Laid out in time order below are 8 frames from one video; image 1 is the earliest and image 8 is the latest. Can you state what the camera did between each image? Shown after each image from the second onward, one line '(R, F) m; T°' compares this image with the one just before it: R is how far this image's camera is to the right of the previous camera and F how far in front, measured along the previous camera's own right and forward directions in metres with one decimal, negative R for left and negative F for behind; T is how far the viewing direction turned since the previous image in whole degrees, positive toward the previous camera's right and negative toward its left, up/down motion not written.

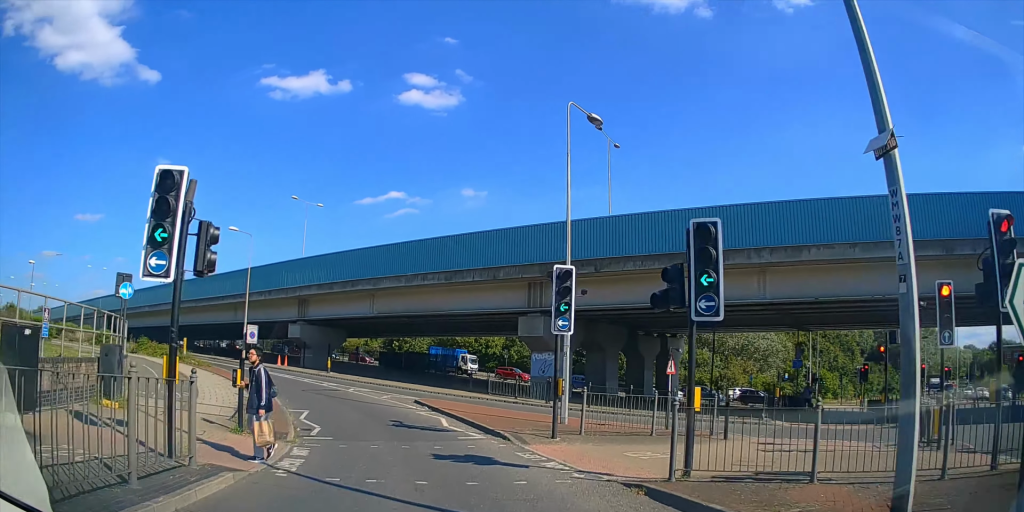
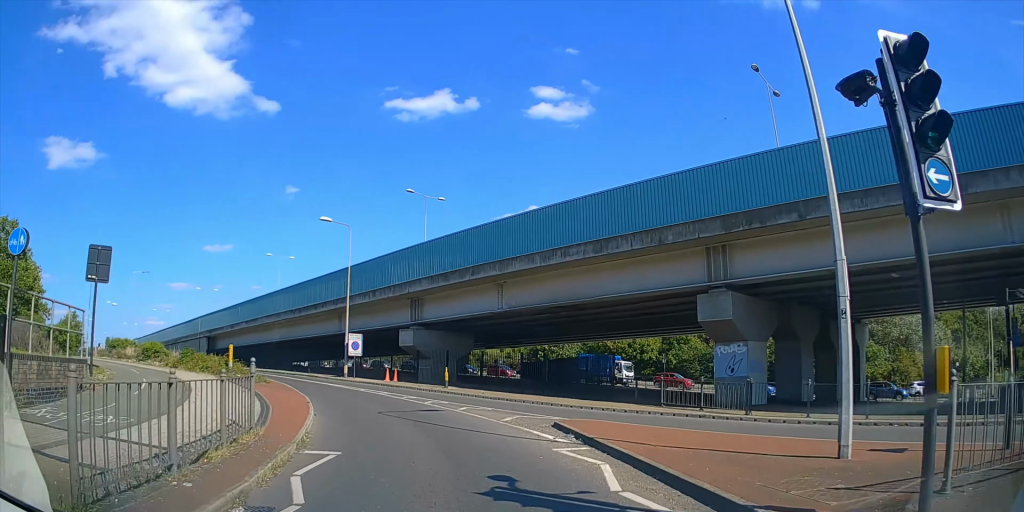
(-1.3, +9.2) m; -20°
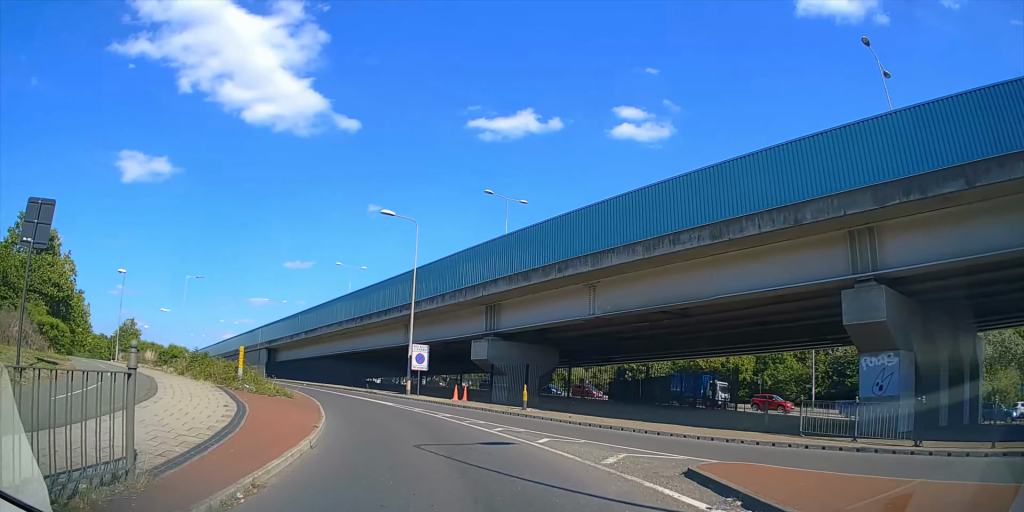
(-0.9, +6.1) m; -10°
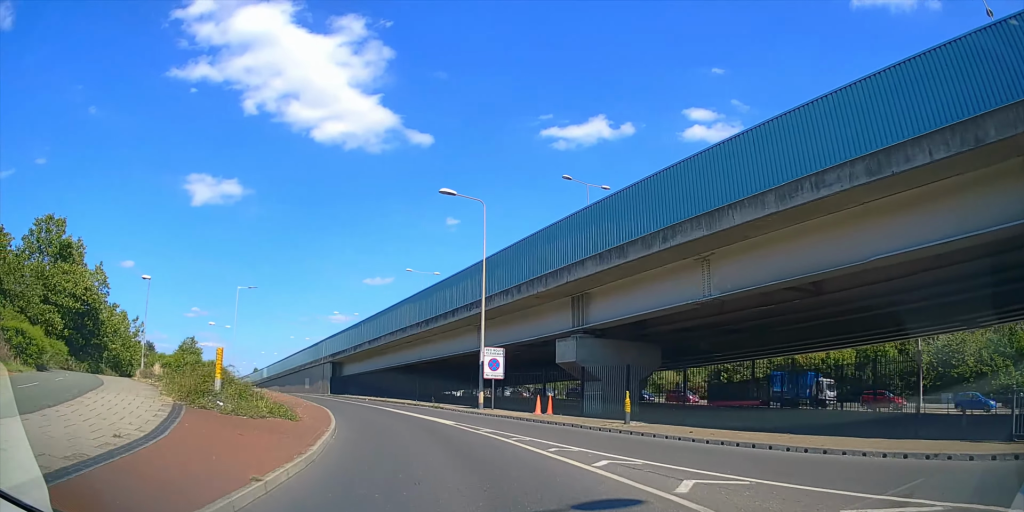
(-0.4, +5.7) m; -6°
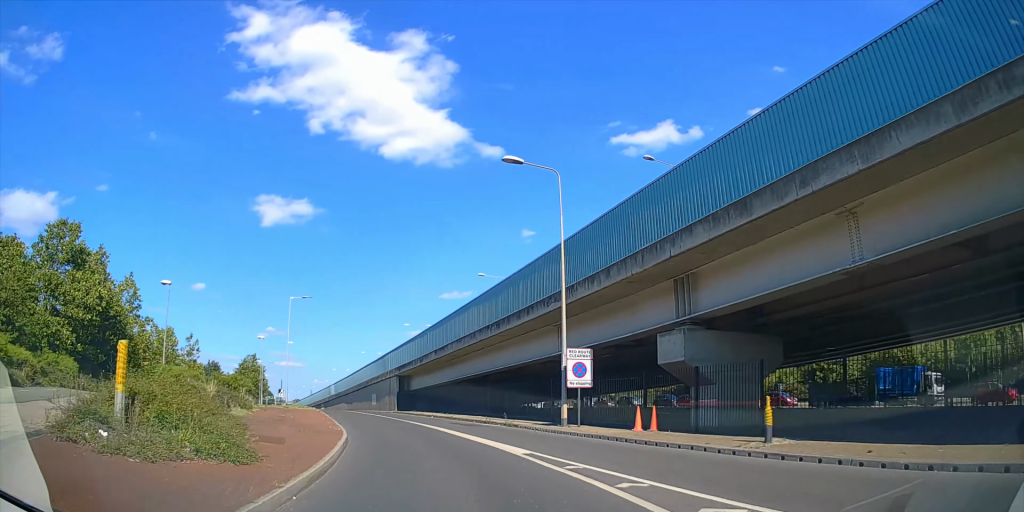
(-0.2, +6.0) m; -4°
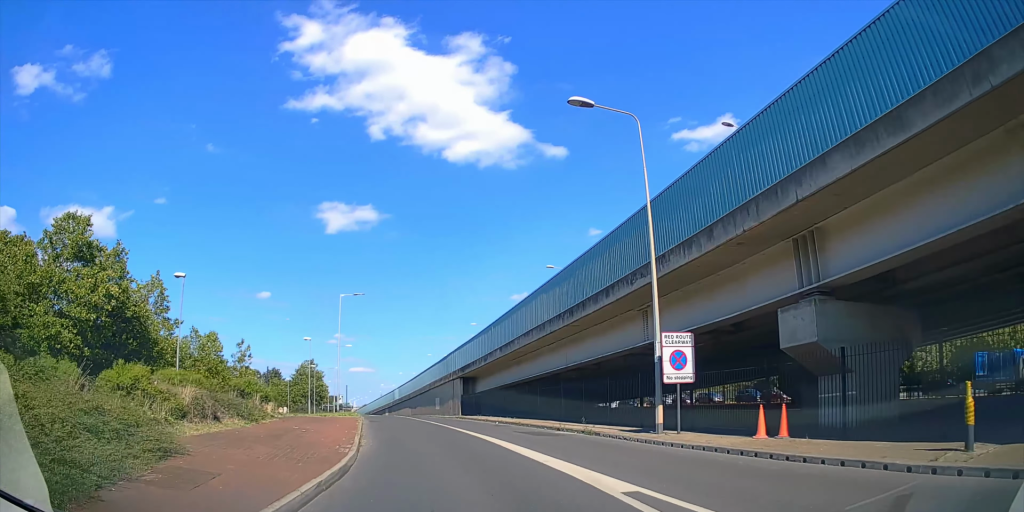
(-0.2, +6.0) m; -4°
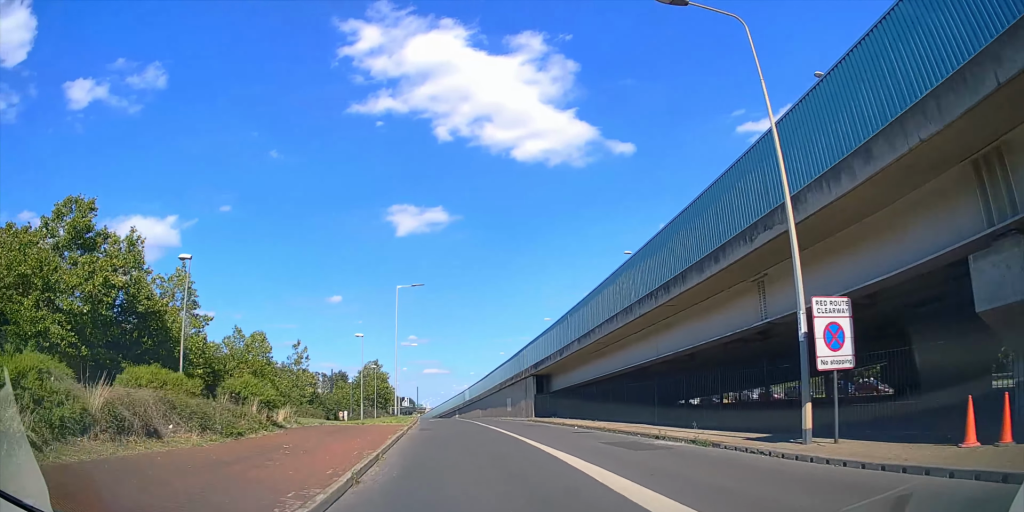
(-0.2, +5.3) m; -5°
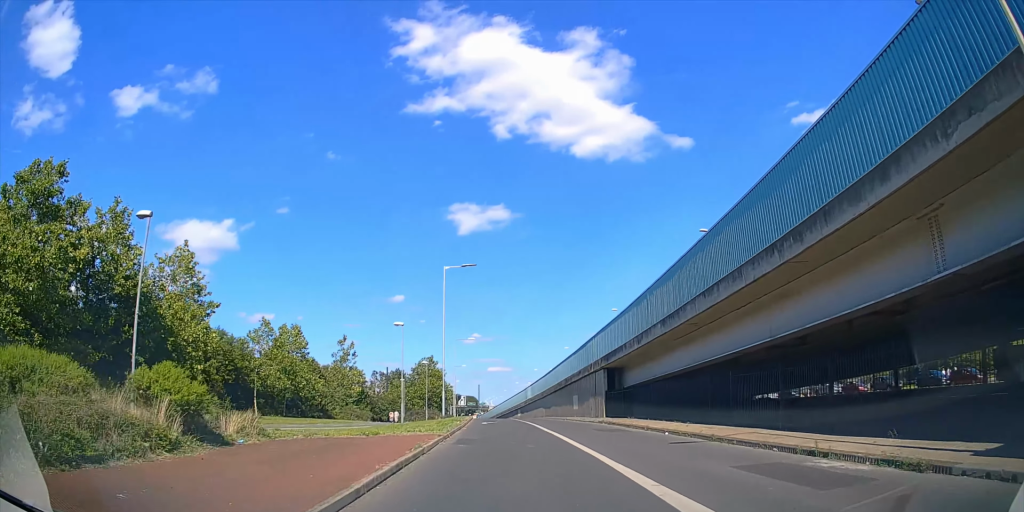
(-0.1, +6.3) m; -7°
